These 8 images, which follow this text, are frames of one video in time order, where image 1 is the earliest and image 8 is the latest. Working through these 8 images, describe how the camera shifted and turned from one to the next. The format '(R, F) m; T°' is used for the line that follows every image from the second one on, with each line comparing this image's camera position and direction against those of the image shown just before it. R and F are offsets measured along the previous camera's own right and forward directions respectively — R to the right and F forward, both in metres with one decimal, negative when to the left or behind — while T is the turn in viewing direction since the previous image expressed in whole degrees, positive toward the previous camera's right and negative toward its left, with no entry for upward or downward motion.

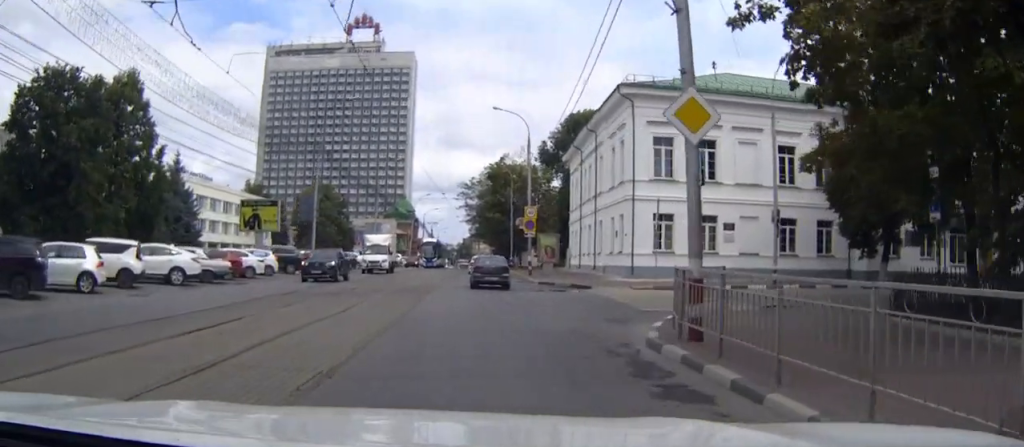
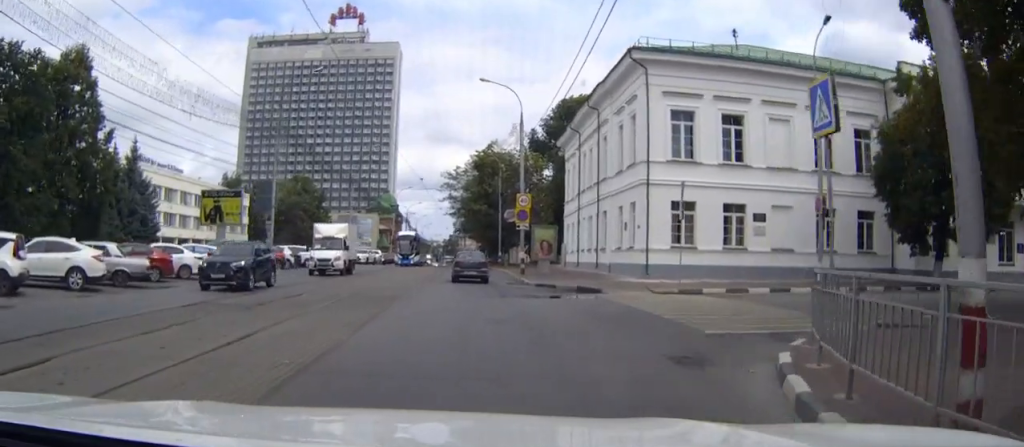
(+0.2, +7.1) m; +2°
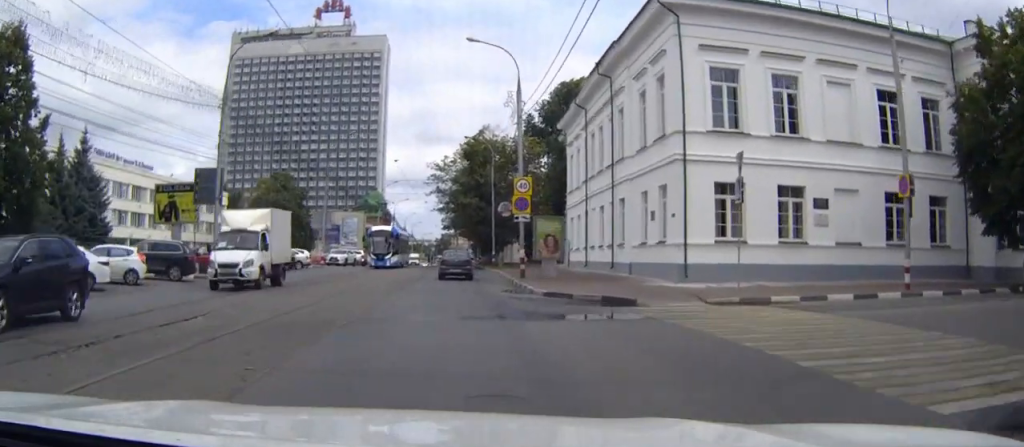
(+0.1, +8.1) m; 0°
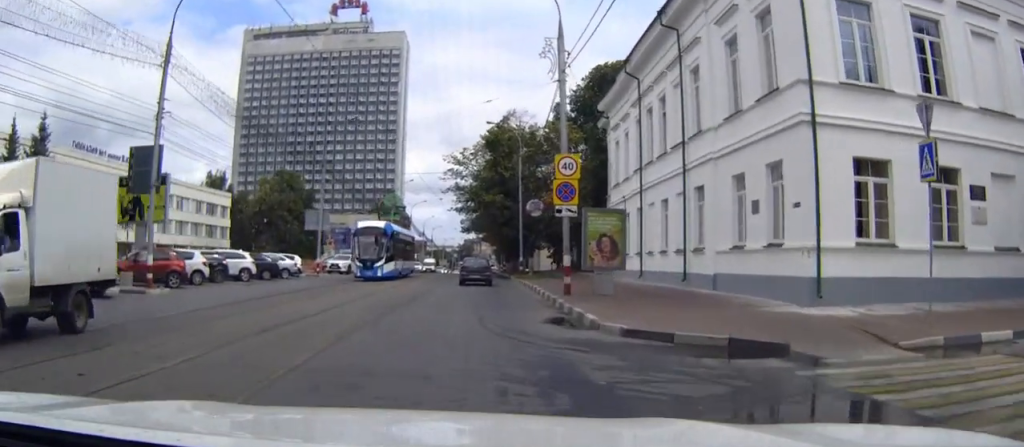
(-0.1, +9.6) m; -1°
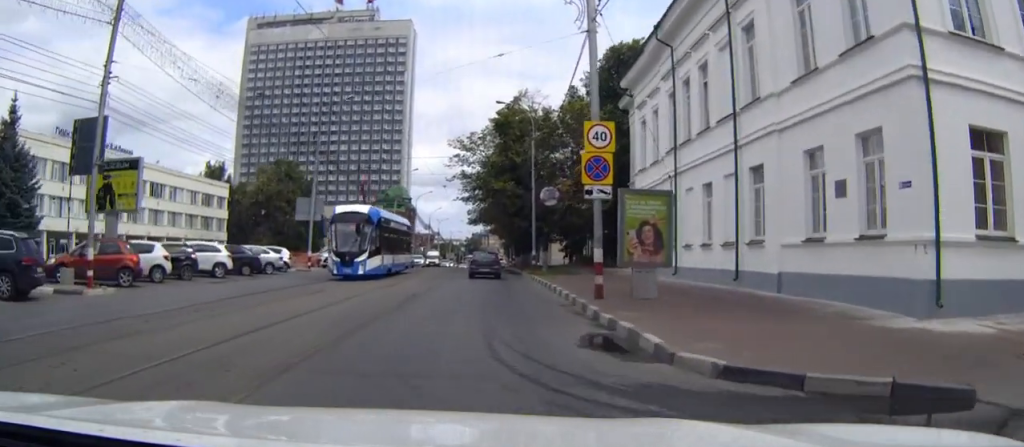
(0.0, +5.1) m; -1°
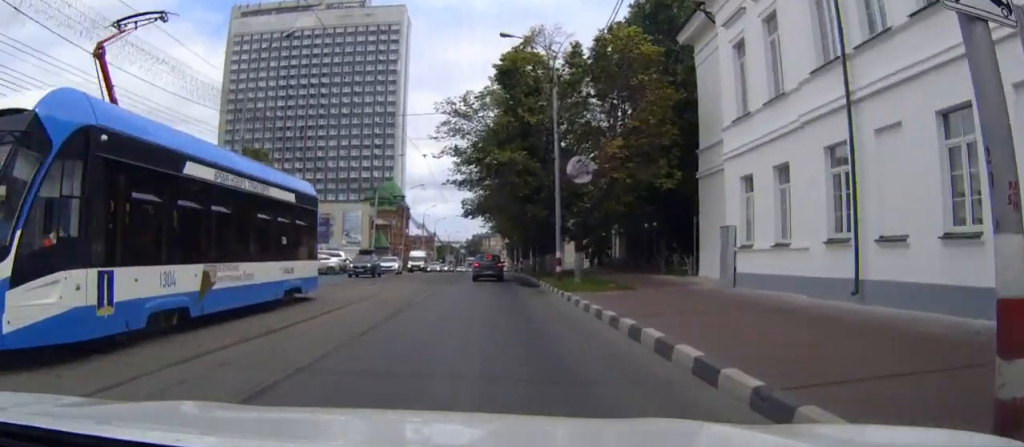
(-0.2, +15.8) m; -2°
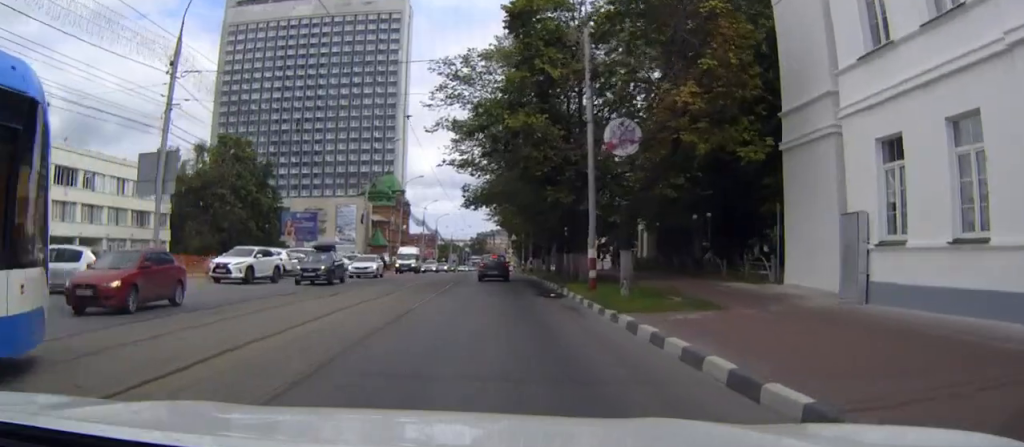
(-0.2, +9.1) m; -1°
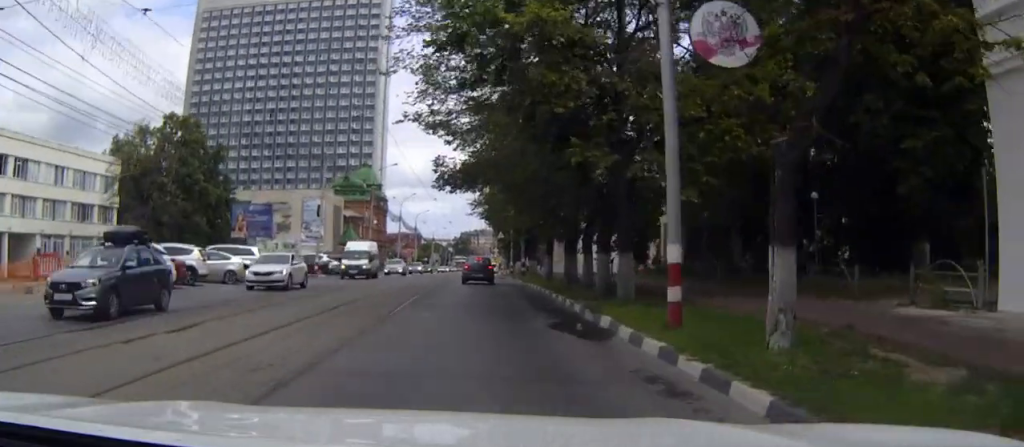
(0.0, +11.9) m; 0°
